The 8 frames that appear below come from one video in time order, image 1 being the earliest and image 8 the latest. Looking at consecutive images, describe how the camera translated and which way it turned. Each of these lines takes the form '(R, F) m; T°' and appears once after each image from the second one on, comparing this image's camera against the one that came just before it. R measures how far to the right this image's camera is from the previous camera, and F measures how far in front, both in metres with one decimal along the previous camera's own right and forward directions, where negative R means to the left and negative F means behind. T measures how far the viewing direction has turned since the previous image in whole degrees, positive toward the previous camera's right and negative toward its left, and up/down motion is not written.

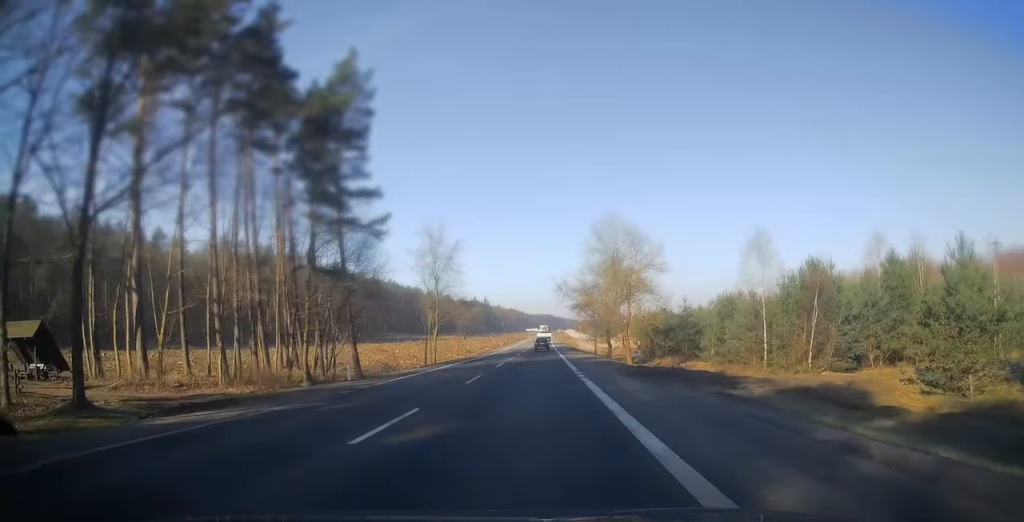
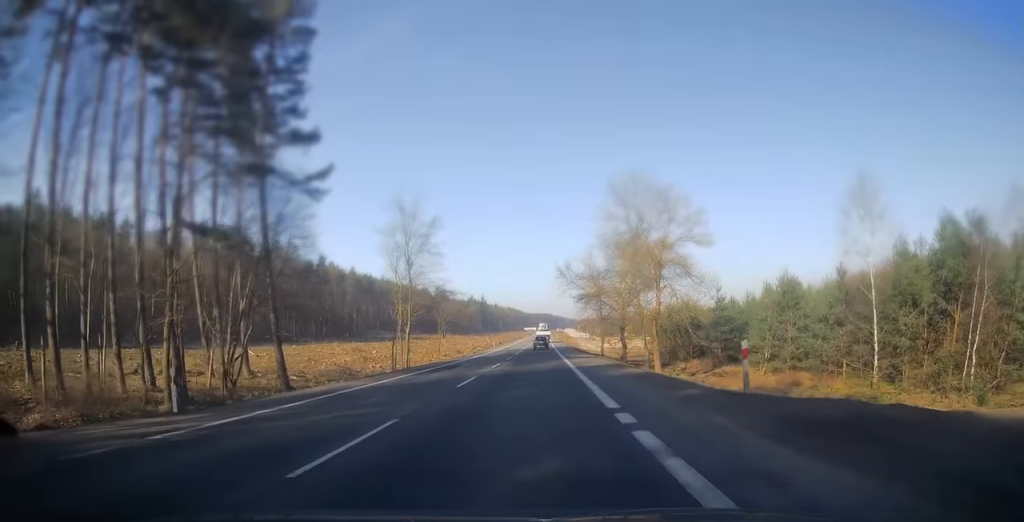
(0.0, +13.3) m; 0°
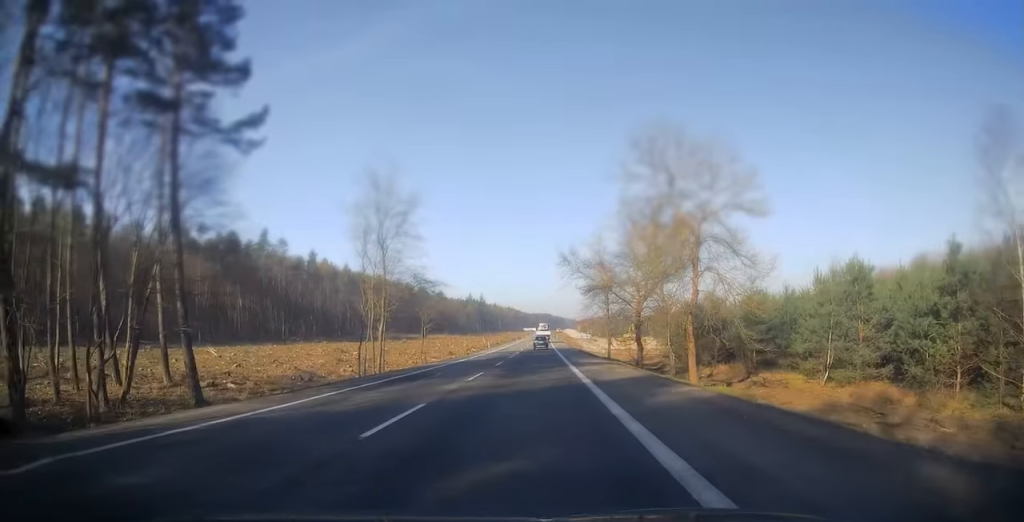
(0.0, +9.0) m; 0°
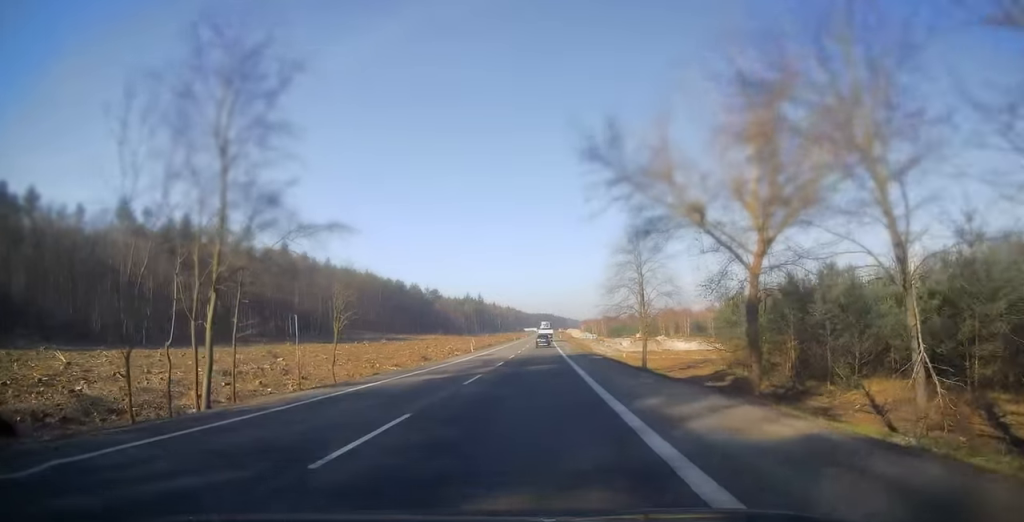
(+0.1, +23.6) m; 0°
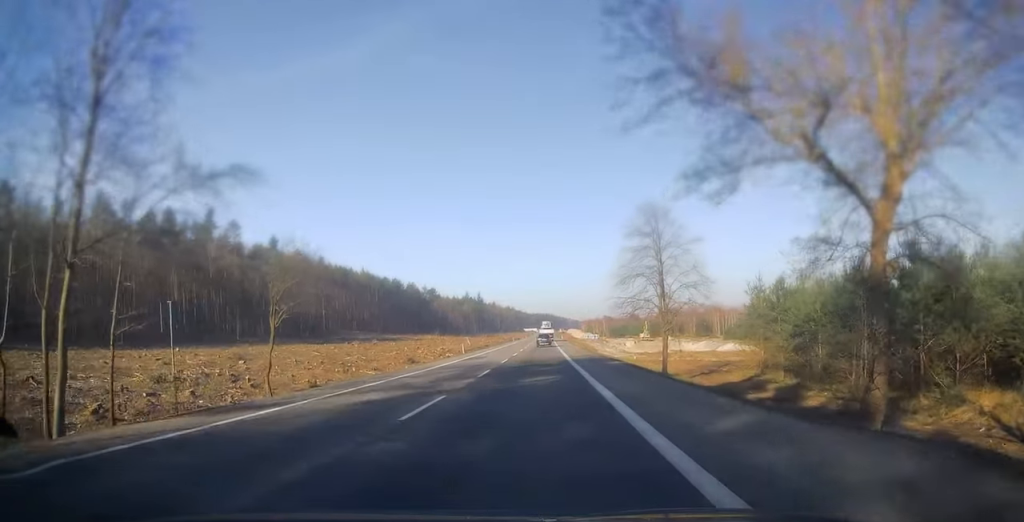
(0.0, +7.5) m; 0°
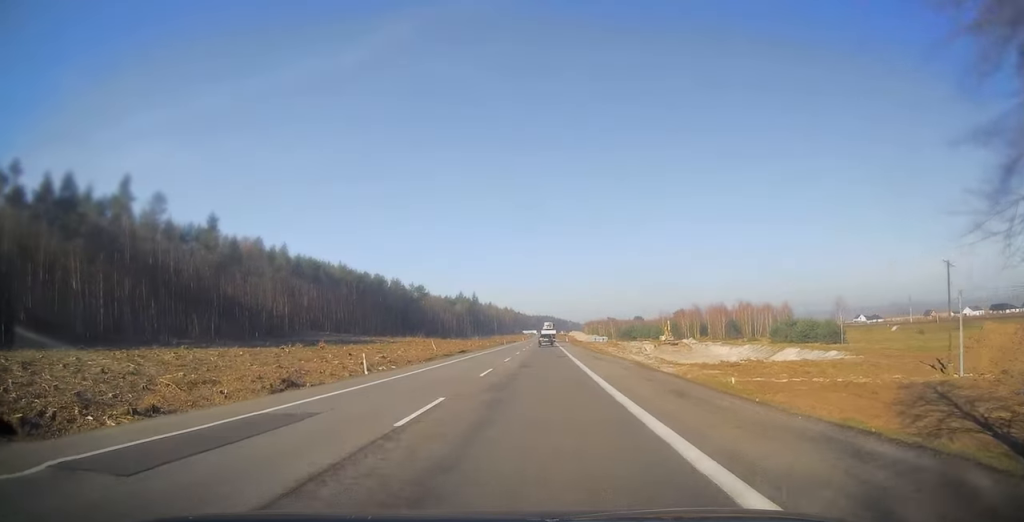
(-0.4, +34.3) m; -1°
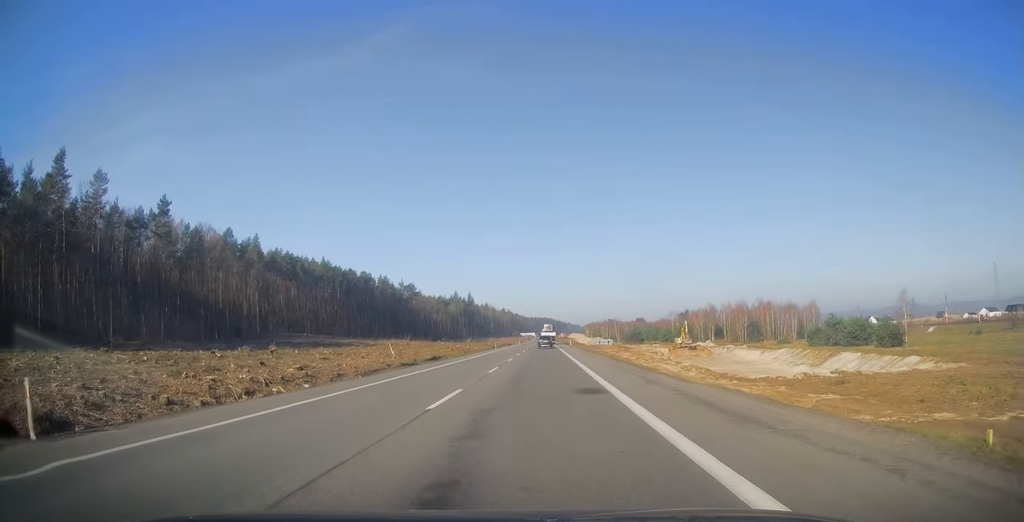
(+0.1, +20.7) m; +1°
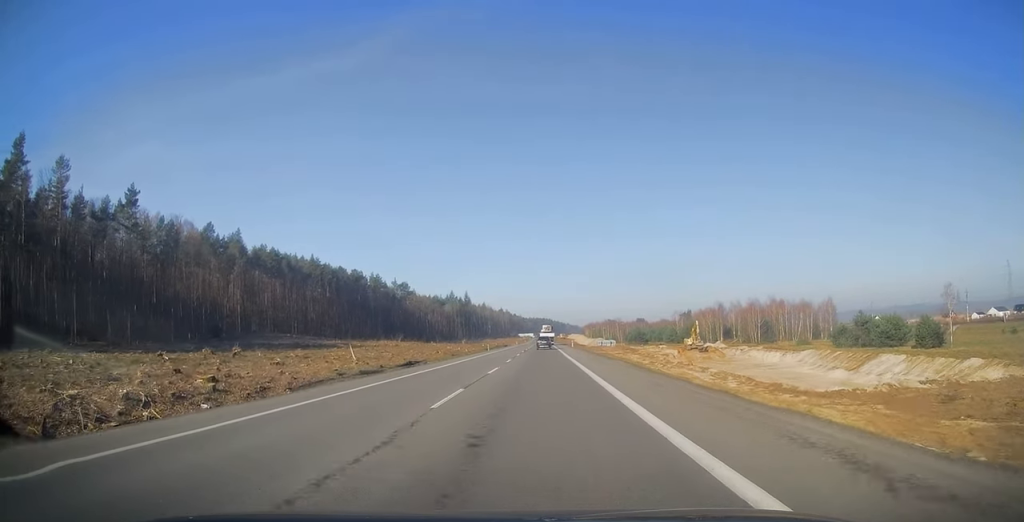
(+0.1, +10.8) m; +1°
